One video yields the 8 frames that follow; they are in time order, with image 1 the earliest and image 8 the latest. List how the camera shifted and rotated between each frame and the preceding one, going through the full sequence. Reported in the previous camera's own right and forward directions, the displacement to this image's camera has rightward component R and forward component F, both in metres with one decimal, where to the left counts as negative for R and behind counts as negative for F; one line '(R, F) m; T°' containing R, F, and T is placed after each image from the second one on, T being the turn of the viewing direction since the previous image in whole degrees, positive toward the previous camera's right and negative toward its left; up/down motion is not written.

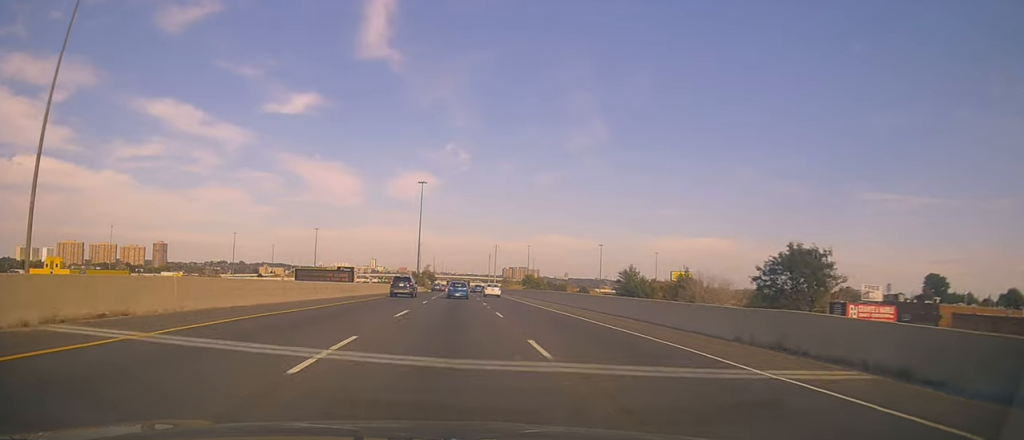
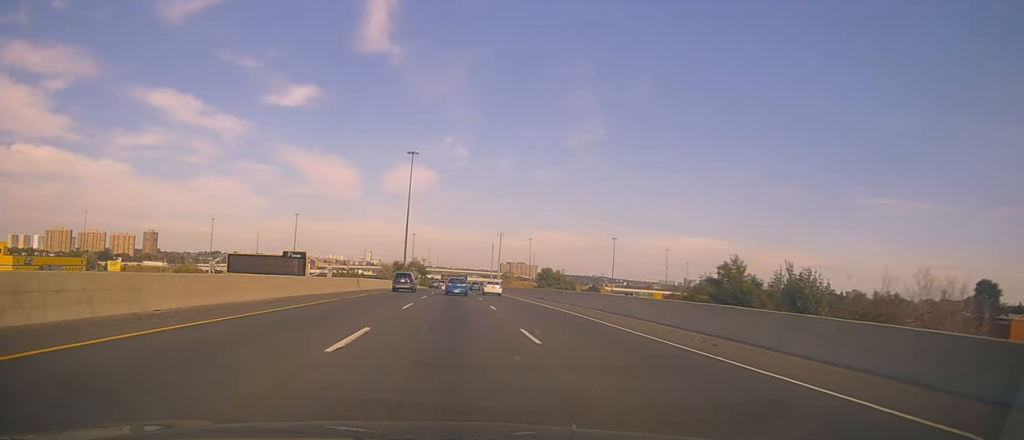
(+1.2, +35.6) m; +2°
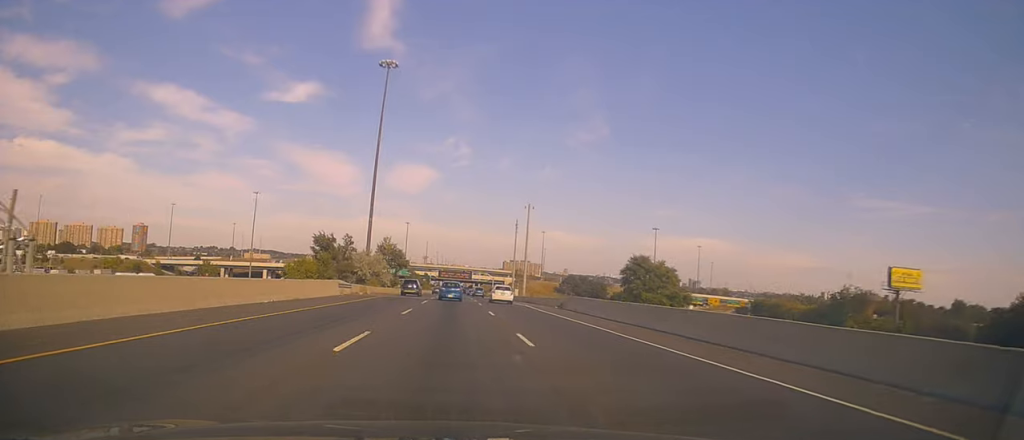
(-0.2, +63.9) m; 0°
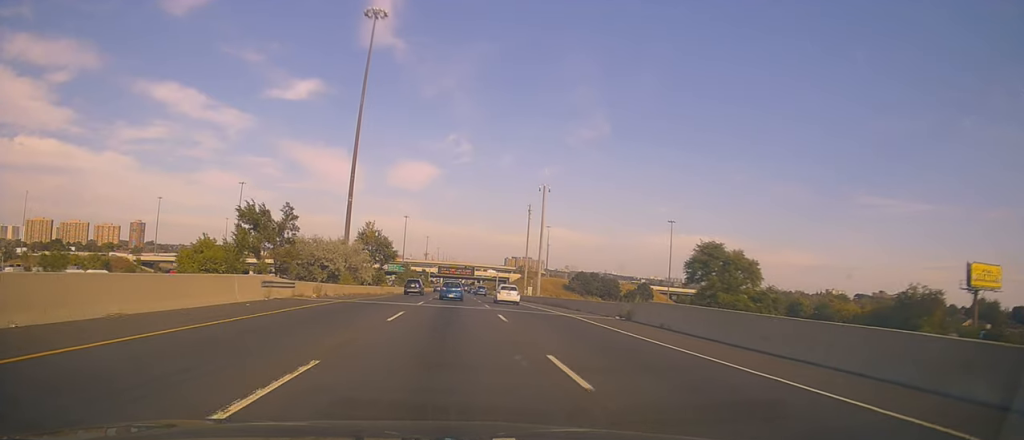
(-0.3, +17.4) m; 0°
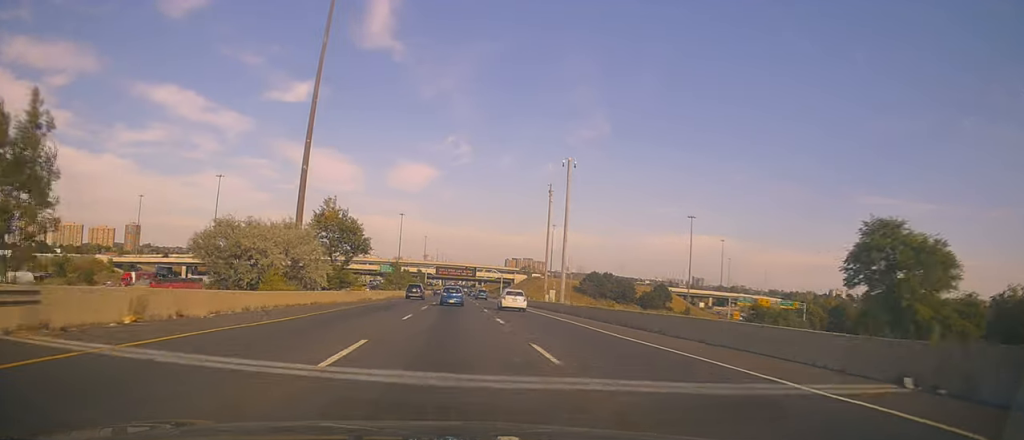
(+0.4, +20.6) m; 0°
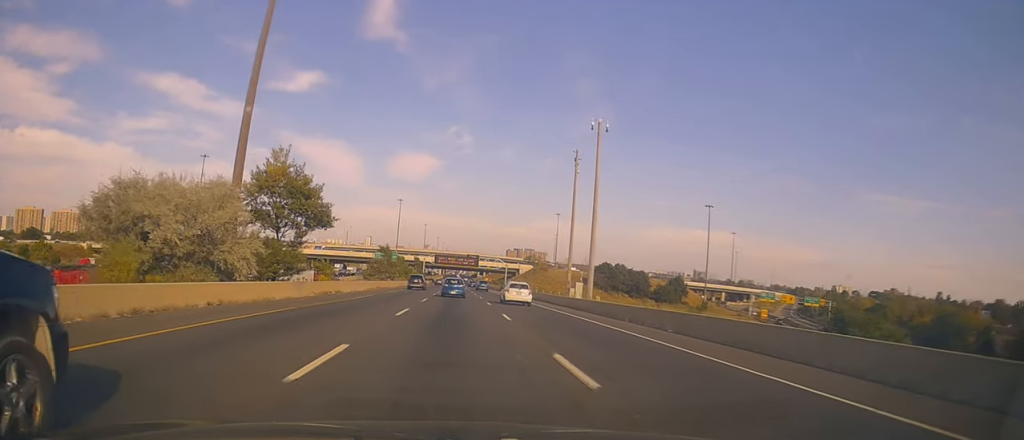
(-0.1, +14.3) m; 0°
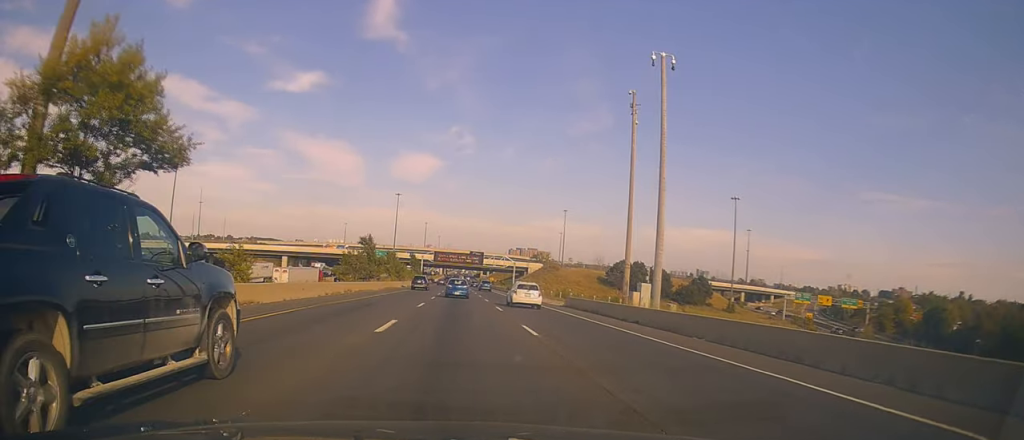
(-0.2, +18.3) m; 0°
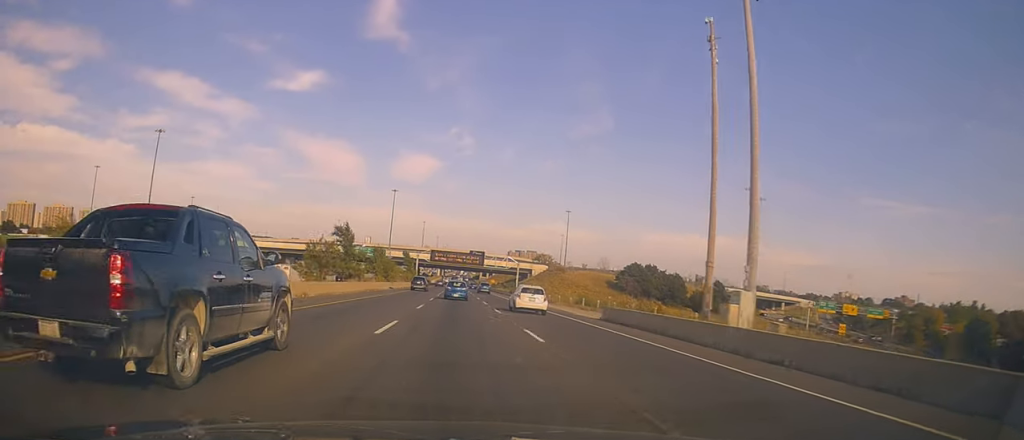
(+0.3, +12.8) m; 0°
